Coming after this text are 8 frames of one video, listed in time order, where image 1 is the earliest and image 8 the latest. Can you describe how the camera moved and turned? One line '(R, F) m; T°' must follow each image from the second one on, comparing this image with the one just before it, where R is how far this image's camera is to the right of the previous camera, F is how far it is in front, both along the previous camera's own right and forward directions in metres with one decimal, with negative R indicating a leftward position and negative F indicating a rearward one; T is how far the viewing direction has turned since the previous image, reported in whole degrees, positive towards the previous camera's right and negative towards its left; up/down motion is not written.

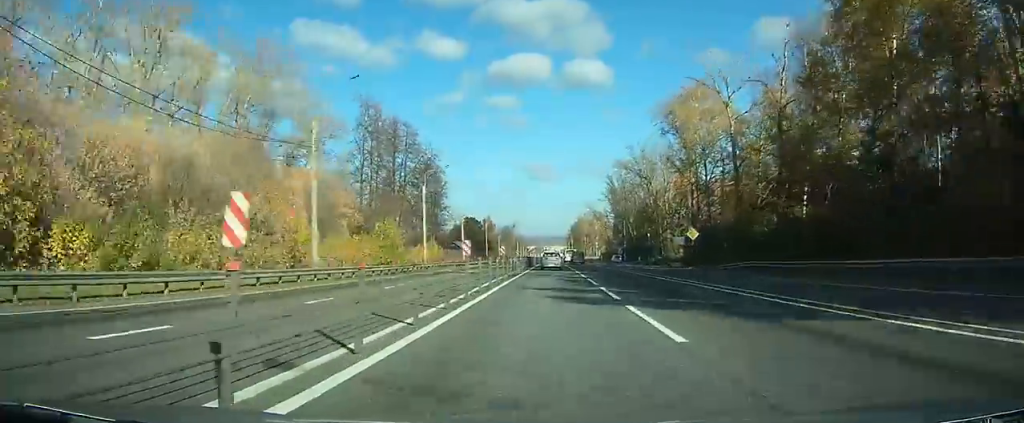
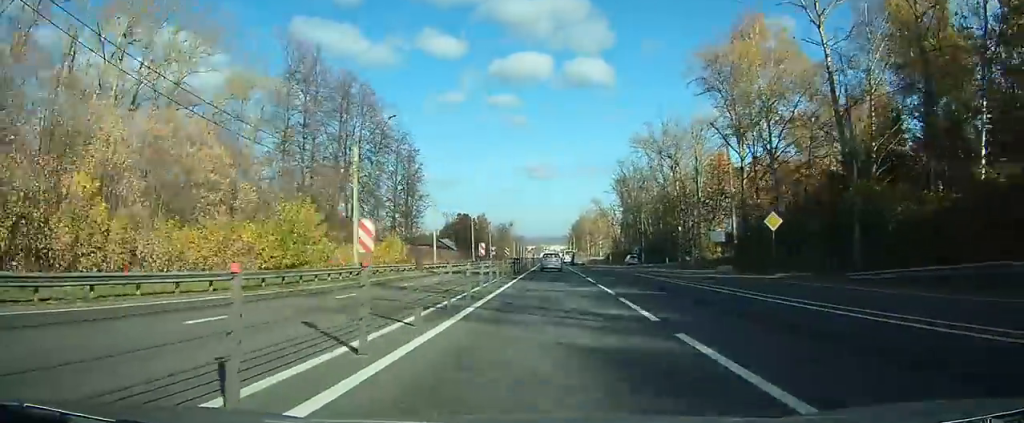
(0.0, +21.8) m; 0°
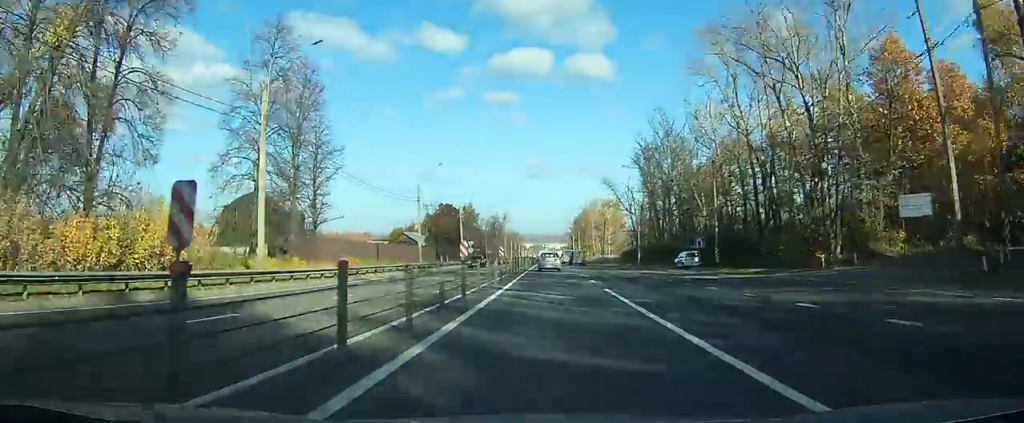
(-0.1, +39.5) m; 0°
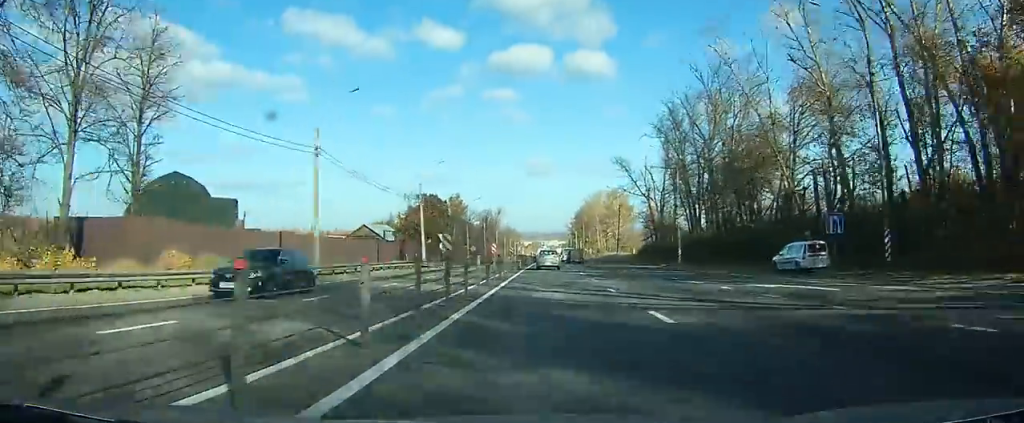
(0.0, +25.2) m; 0°
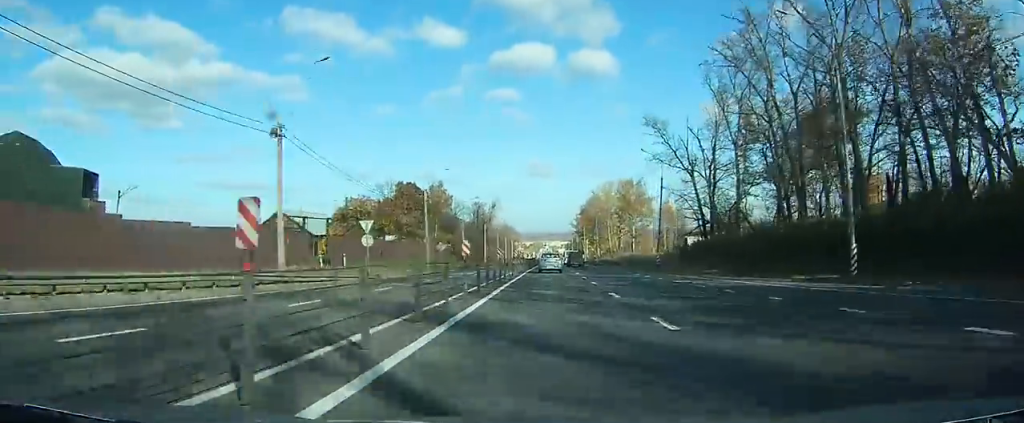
(+0.2, +31.8) m; 0°
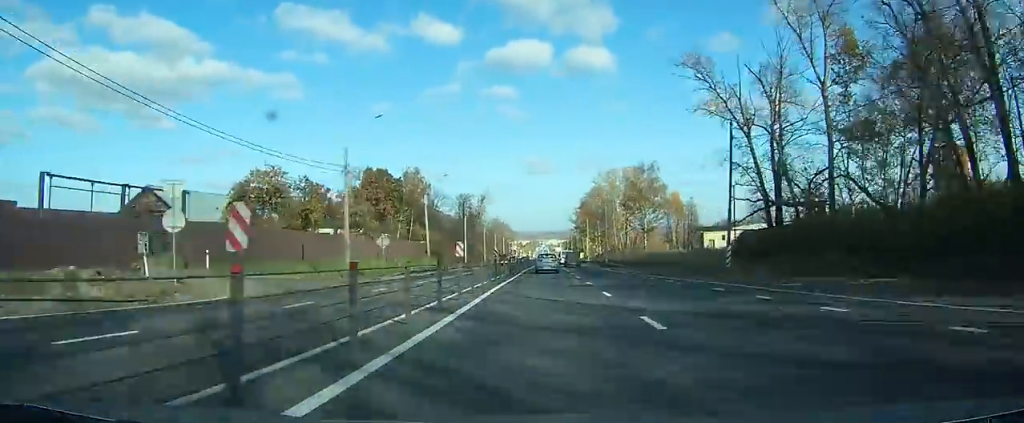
(+0.1, +23.1) m; 0°
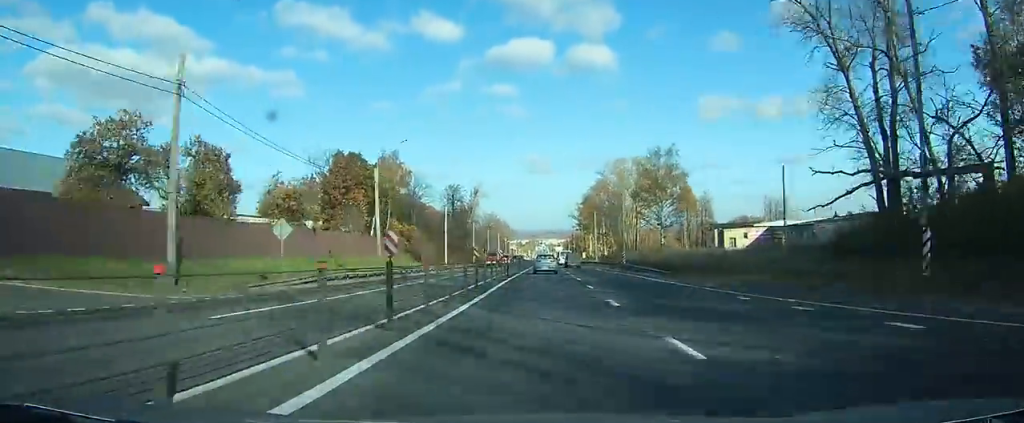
(0.0, +19.3) m; 0°
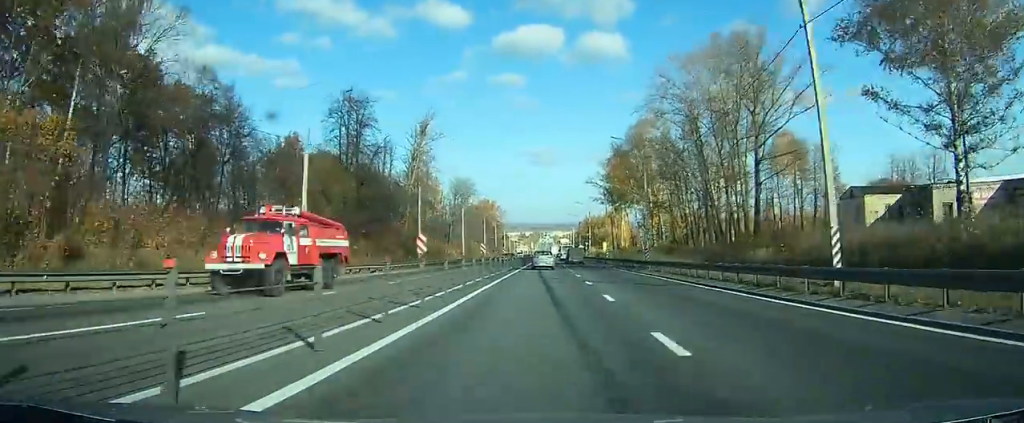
(-0.4, +82.7) m; -1°
